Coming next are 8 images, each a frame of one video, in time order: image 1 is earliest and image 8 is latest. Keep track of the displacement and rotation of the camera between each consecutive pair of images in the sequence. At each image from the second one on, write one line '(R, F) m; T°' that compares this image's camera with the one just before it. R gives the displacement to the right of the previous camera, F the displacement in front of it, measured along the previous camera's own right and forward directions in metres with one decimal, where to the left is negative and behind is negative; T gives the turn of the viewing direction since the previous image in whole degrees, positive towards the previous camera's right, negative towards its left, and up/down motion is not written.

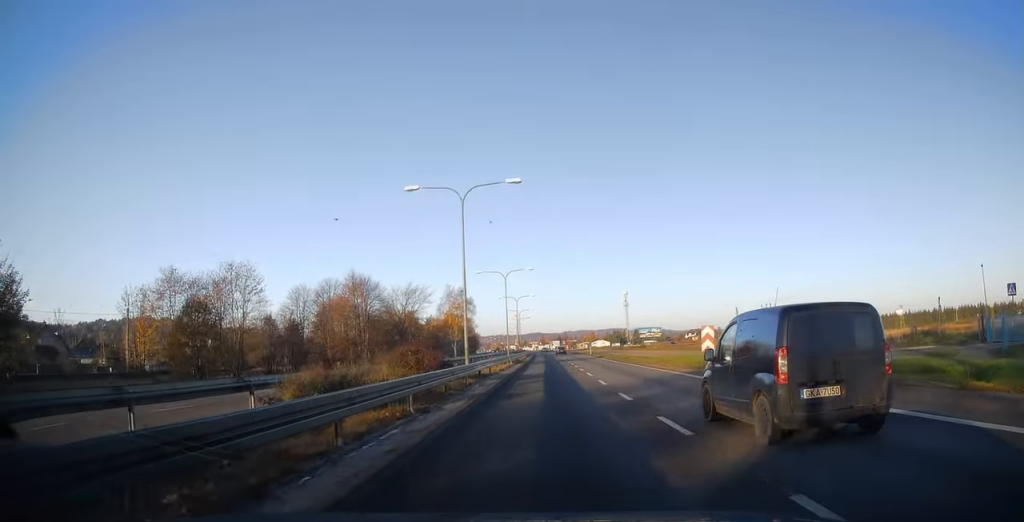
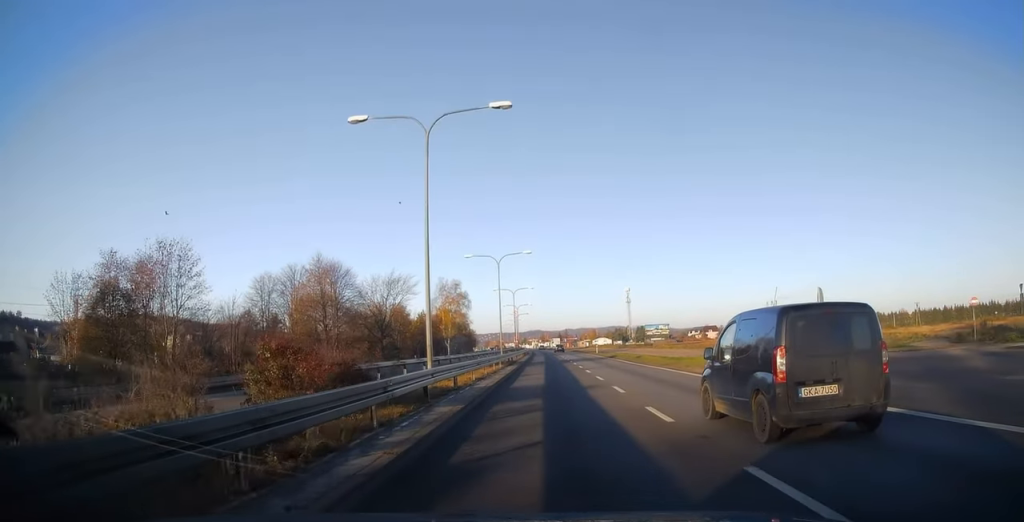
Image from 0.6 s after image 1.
(-0.3, +10.5) m; 0°
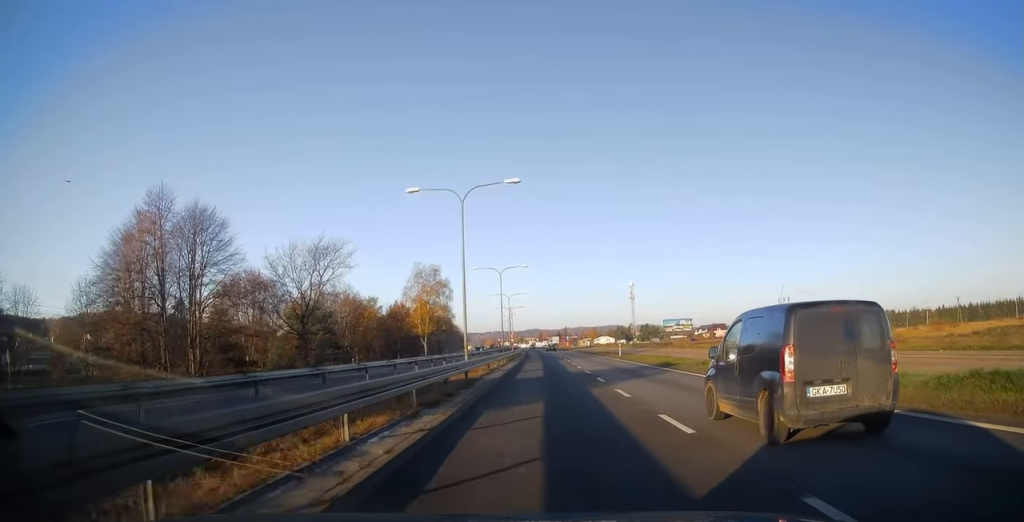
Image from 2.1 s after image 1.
(+0.2, +25.3) m; 0°
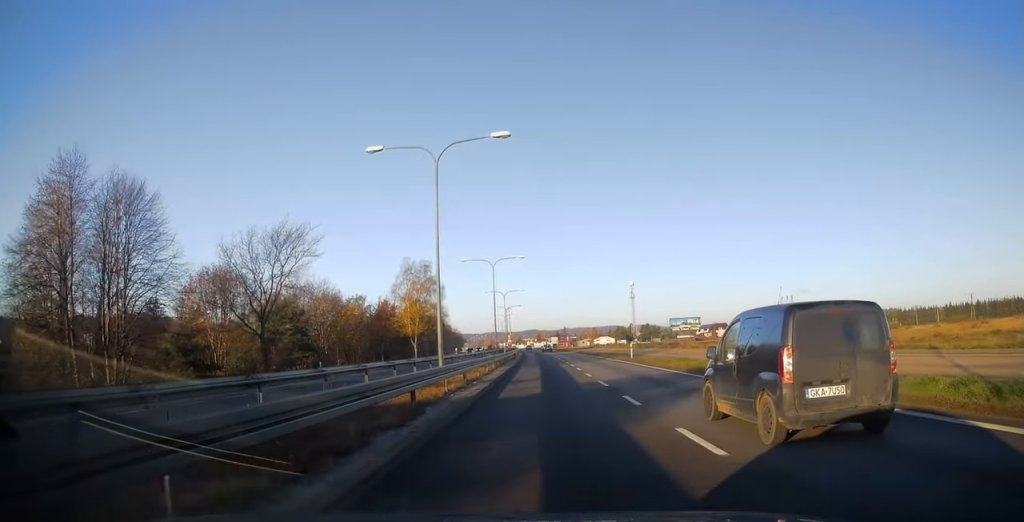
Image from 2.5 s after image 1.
(-0.2, +7.8) m; 0°
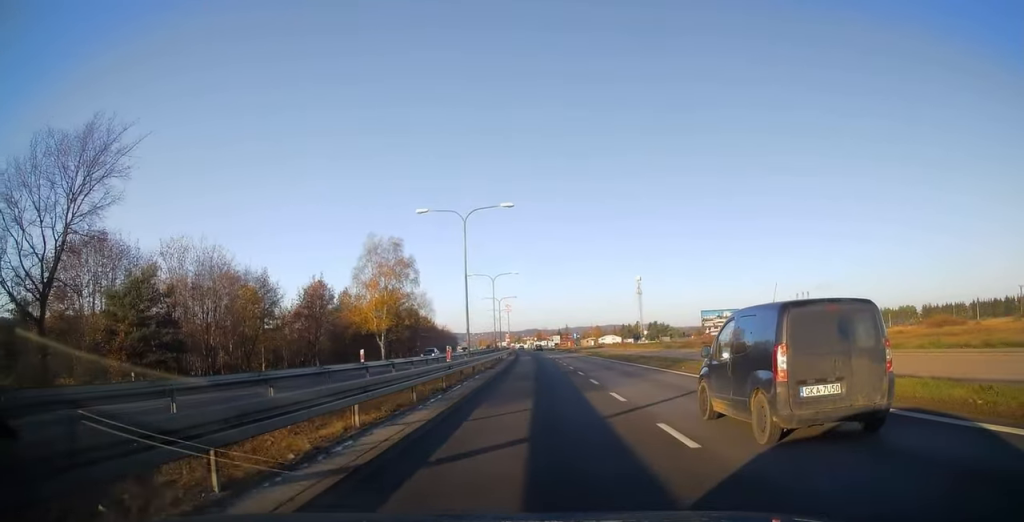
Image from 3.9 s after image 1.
(+0.6, +23.2) m; +1°
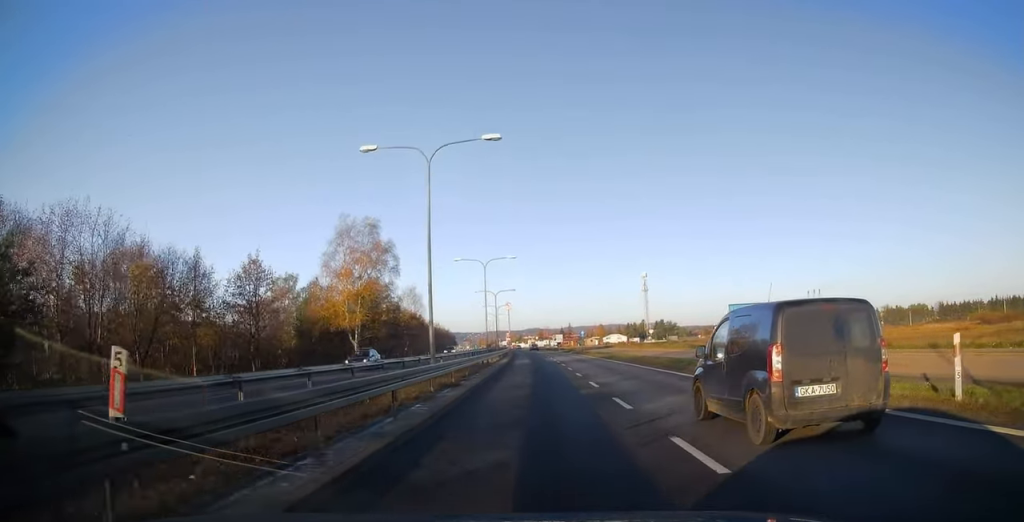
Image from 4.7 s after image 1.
(0.0, +13.5) m; -1°
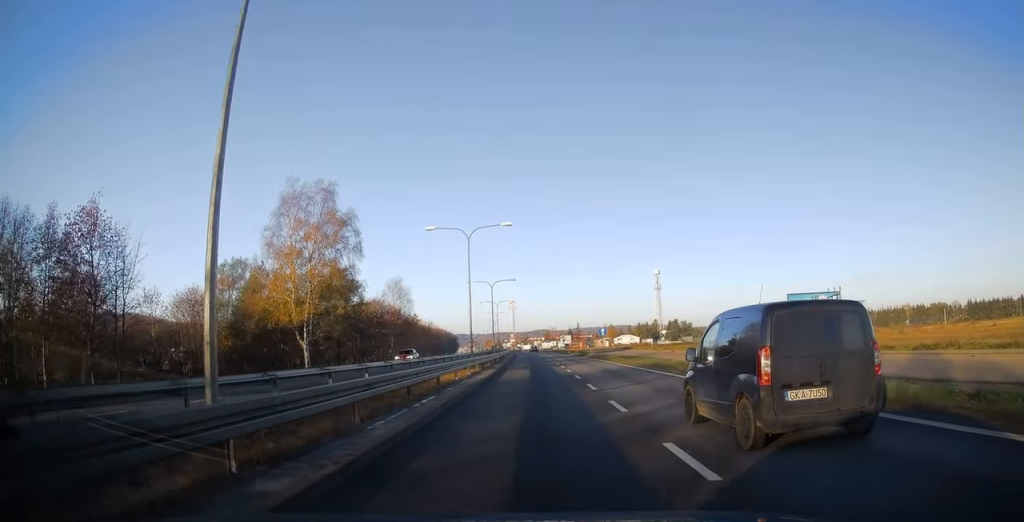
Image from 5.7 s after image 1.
(-0.4, +18.2) m; -1°
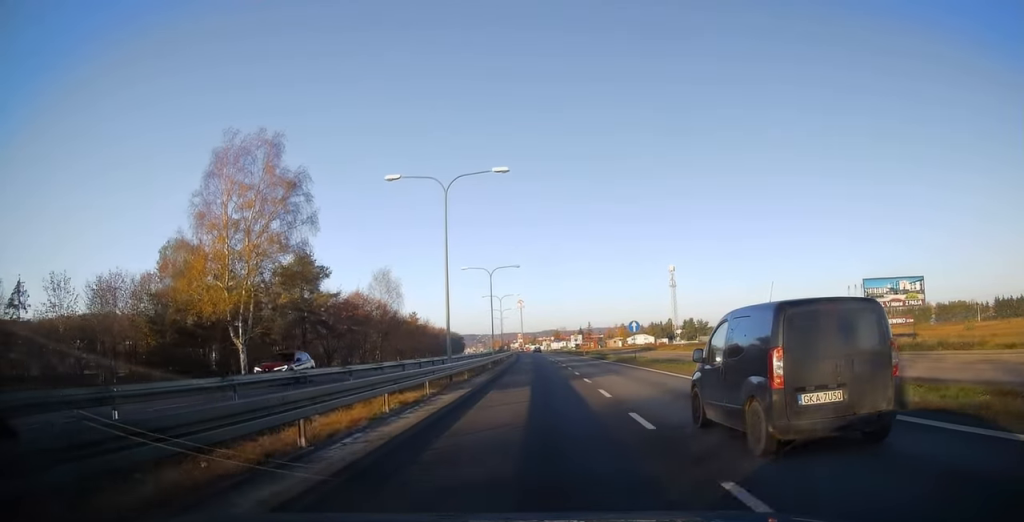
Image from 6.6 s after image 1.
(0.0, +14.2) m; 0°
